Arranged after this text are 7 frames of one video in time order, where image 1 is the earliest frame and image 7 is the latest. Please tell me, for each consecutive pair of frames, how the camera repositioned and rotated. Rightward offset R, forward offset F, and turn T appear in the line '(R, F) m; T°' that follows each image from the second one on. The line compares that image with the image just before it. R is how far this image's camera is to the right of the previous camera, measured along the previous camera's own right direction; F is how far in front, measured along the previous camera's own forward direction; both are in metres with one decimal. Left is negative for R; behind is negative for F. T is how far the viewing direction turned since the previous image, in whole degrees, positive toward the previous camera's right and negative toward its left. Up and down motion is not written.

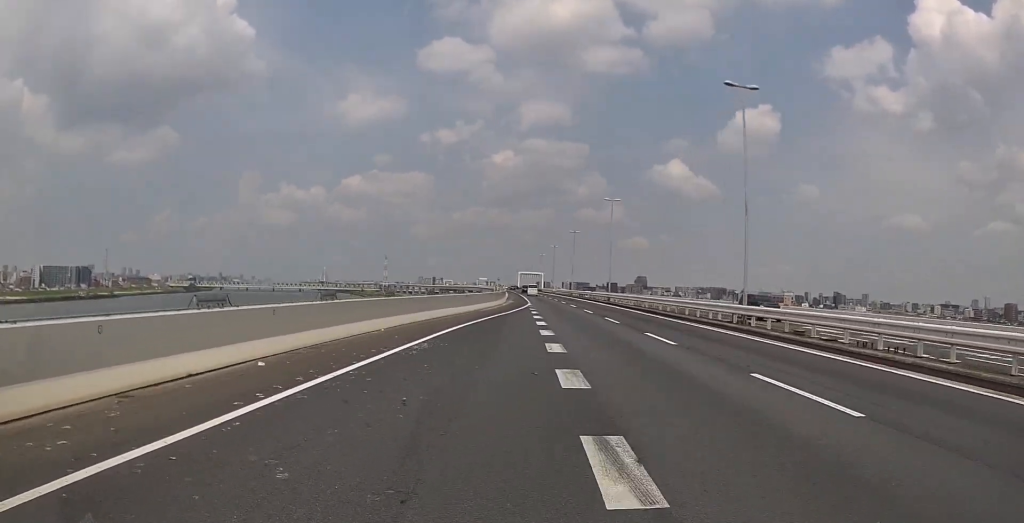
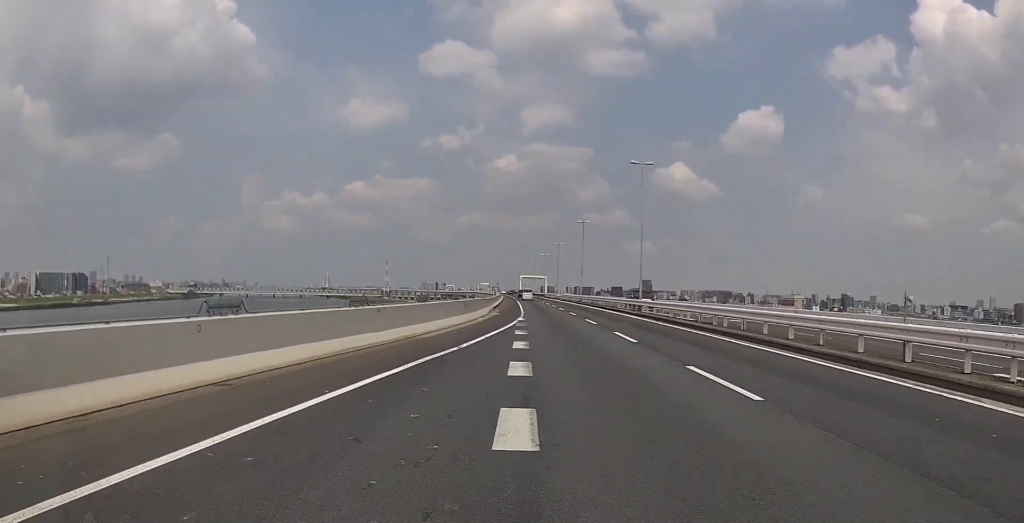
(+0.1, +17.4) m; -1°
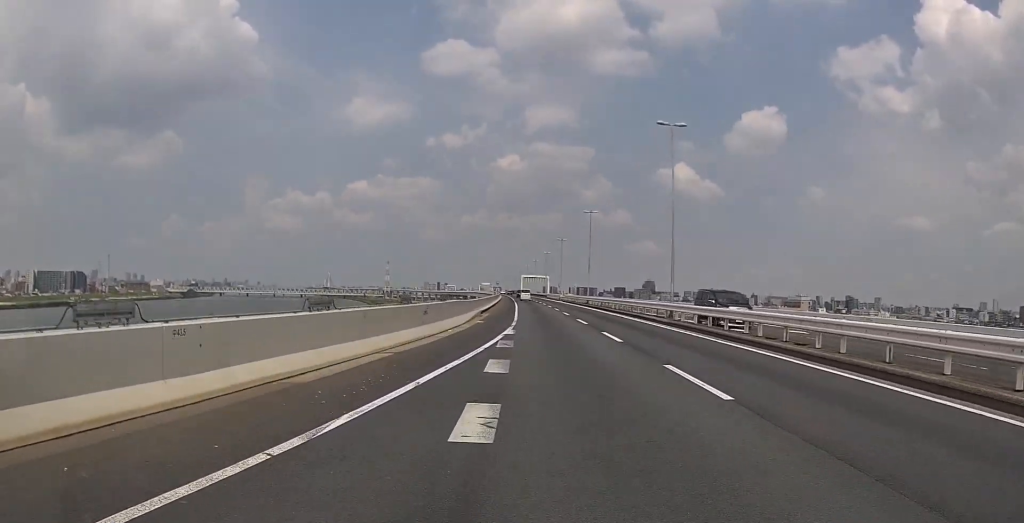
(-0.1, +9.0) m; -1°
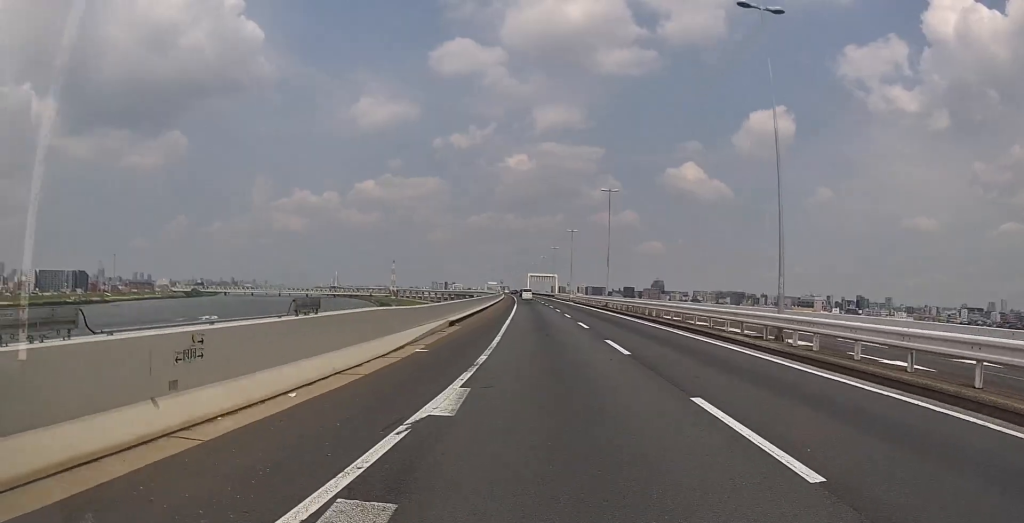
(-0.2, +13.2) m; -1°
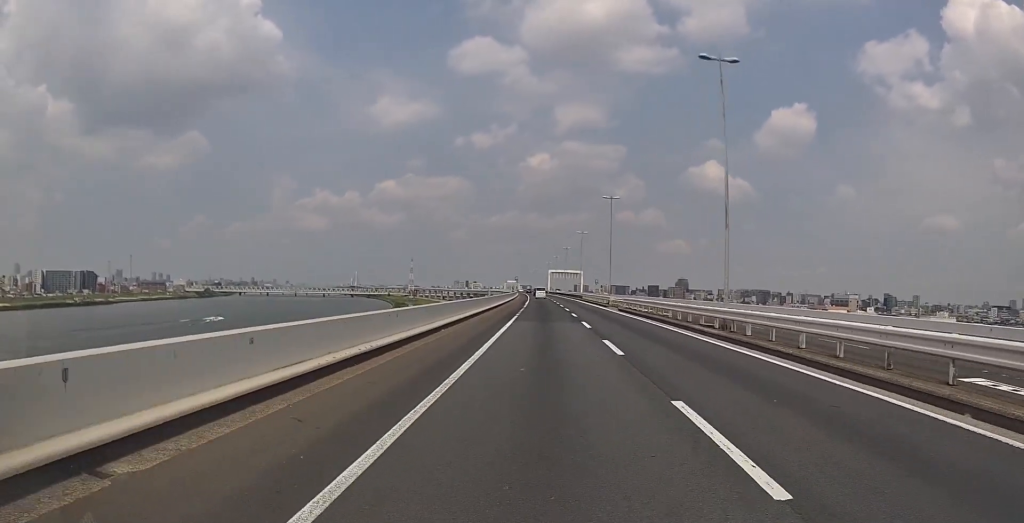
(+0.1, +29.7) m; +1°
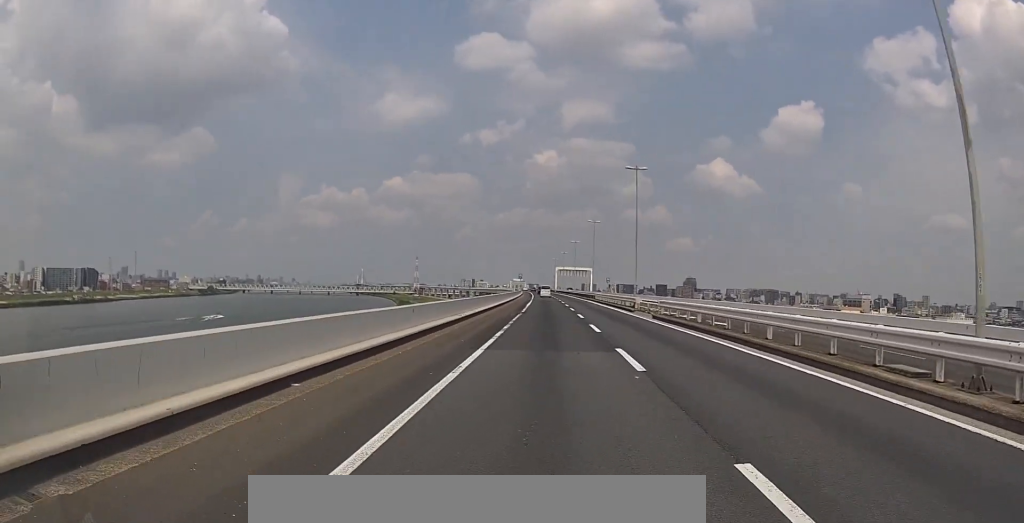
(+0.1, +12.1) m; 0°
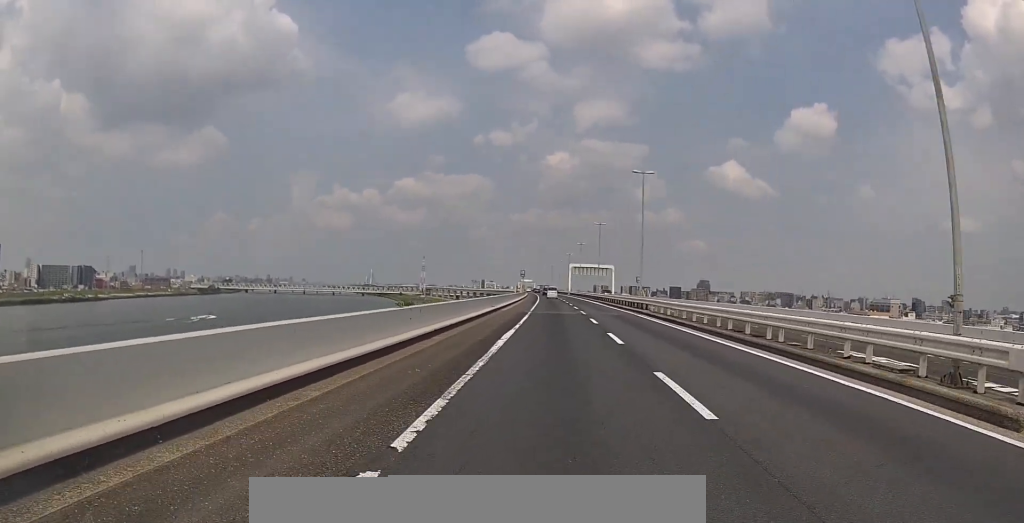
(-1.2, +34.4) m; -3°
